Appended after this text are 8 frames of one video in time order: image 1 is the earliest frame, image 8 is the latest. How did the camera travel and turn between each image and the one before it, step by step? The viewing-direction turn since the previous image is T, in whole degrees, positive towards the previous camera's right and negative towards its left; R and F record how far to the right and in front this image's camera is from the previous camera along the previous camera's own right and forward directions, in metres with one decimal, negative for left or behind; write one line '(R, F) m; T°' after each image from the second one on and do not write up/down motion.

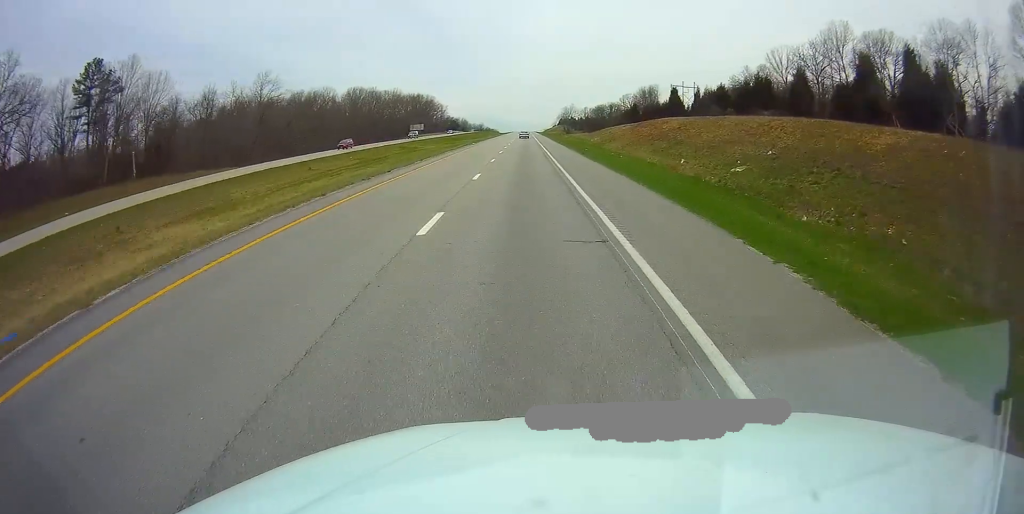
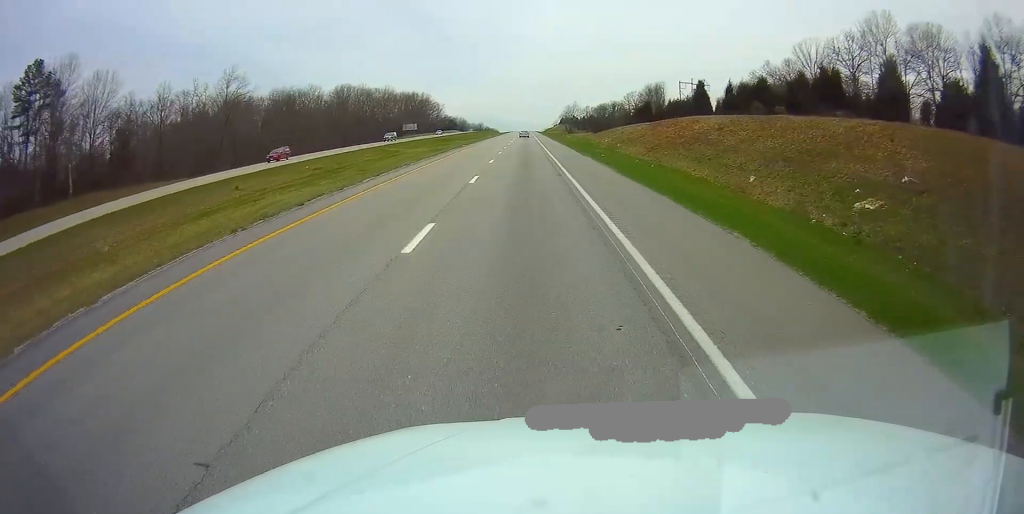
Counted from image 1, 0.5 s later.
(+0.1, +13.7) m; 0°
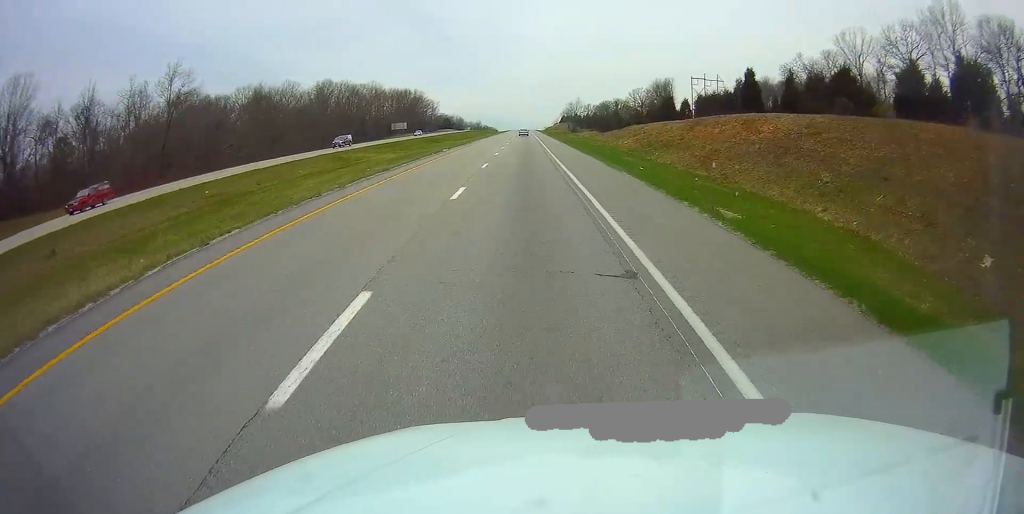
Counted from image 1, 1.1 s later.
(-0.1, +17.6) m; 0°
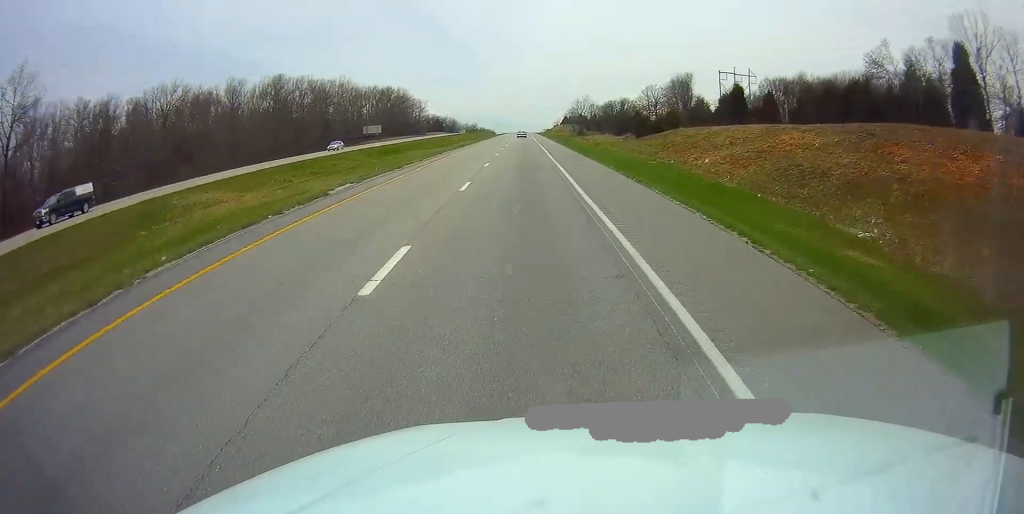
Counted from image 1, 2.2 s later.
(+0.2, +33.2) m; 0°
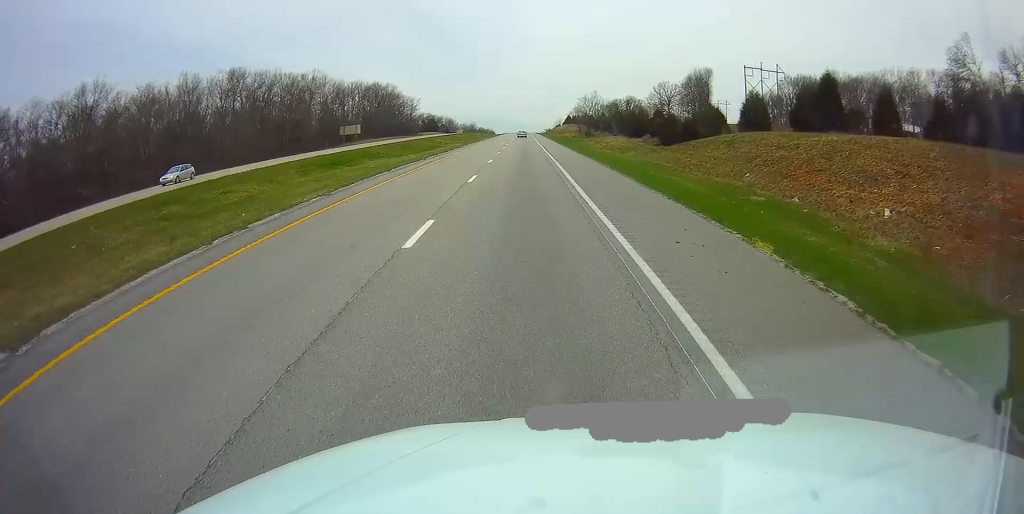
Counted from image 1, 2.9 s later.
(-0.1, +21.4) m; 0°
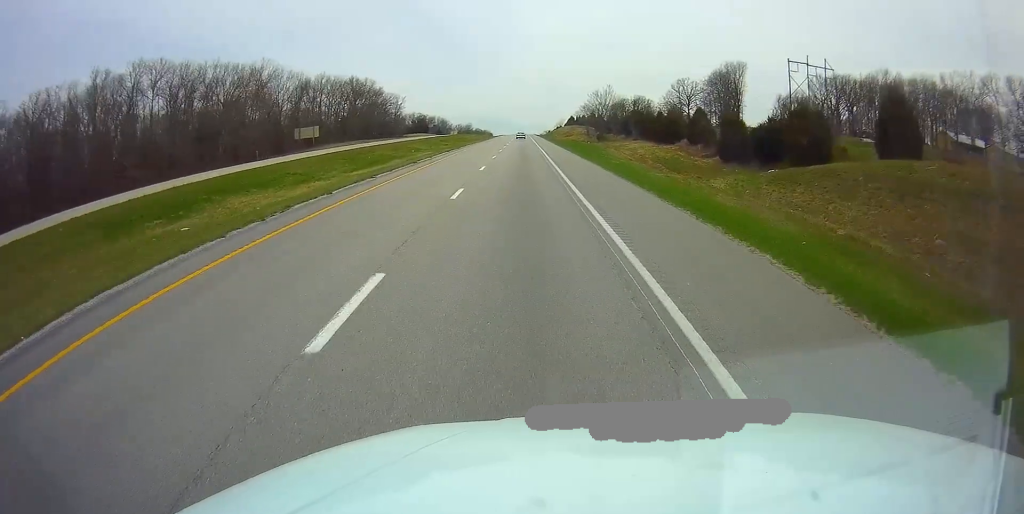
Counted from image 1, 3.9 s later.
(0.0, +29.1) m; 0°
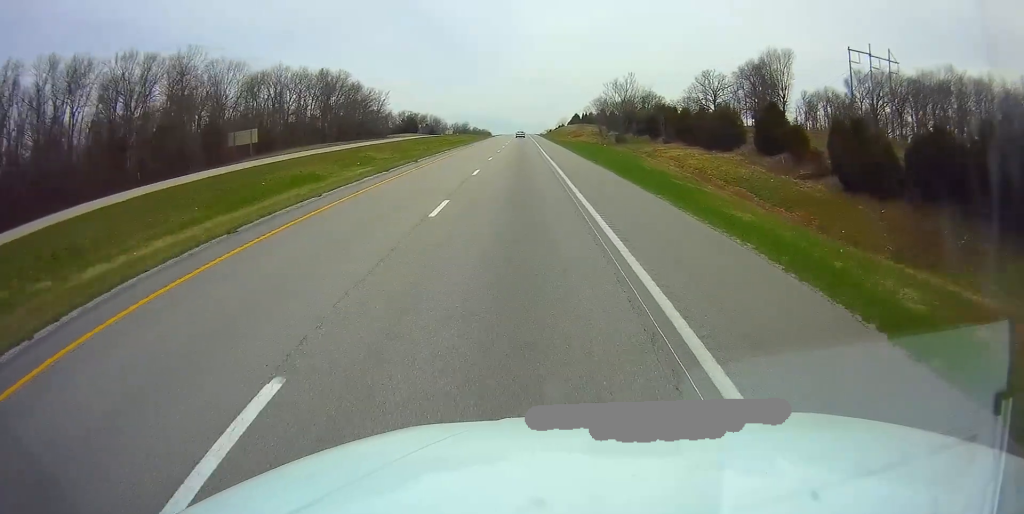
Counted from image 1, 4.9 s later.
(0.0, +28.1) m; 0°
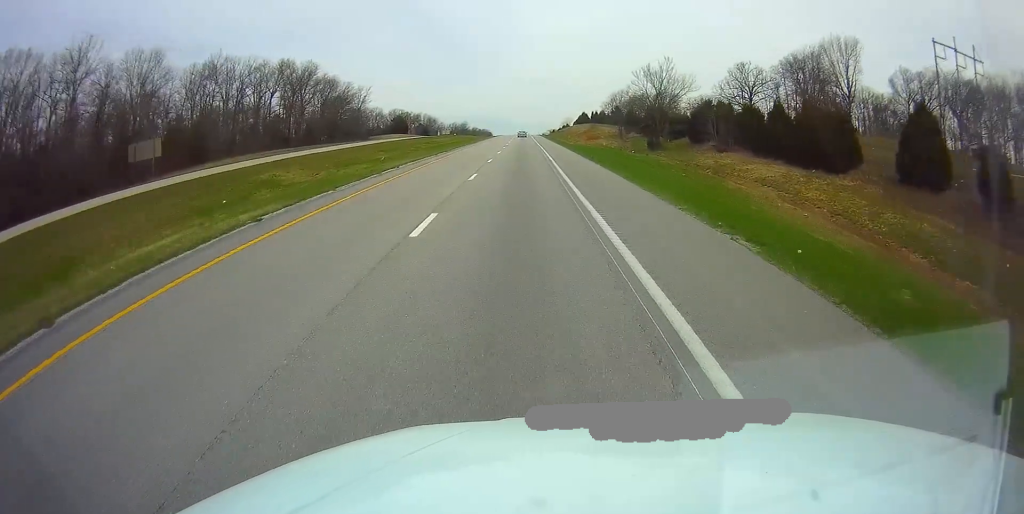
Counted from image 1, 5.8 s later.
(0.0, +27.0) m; 0°
